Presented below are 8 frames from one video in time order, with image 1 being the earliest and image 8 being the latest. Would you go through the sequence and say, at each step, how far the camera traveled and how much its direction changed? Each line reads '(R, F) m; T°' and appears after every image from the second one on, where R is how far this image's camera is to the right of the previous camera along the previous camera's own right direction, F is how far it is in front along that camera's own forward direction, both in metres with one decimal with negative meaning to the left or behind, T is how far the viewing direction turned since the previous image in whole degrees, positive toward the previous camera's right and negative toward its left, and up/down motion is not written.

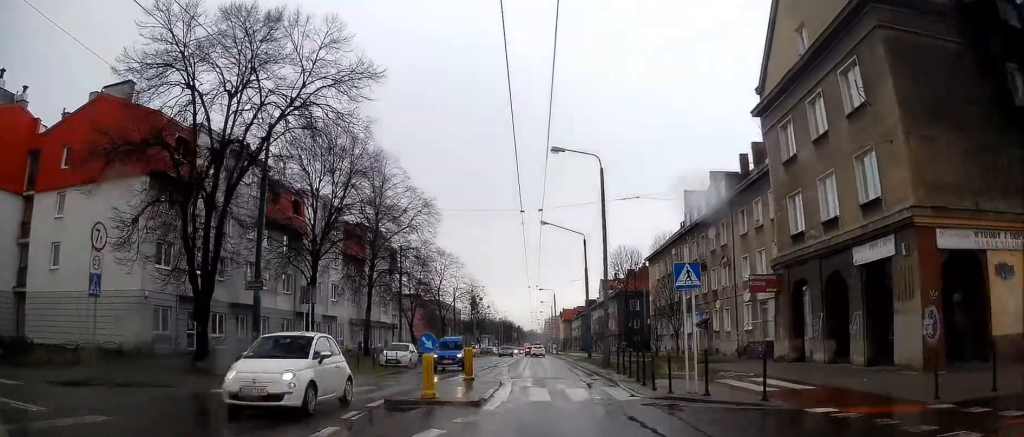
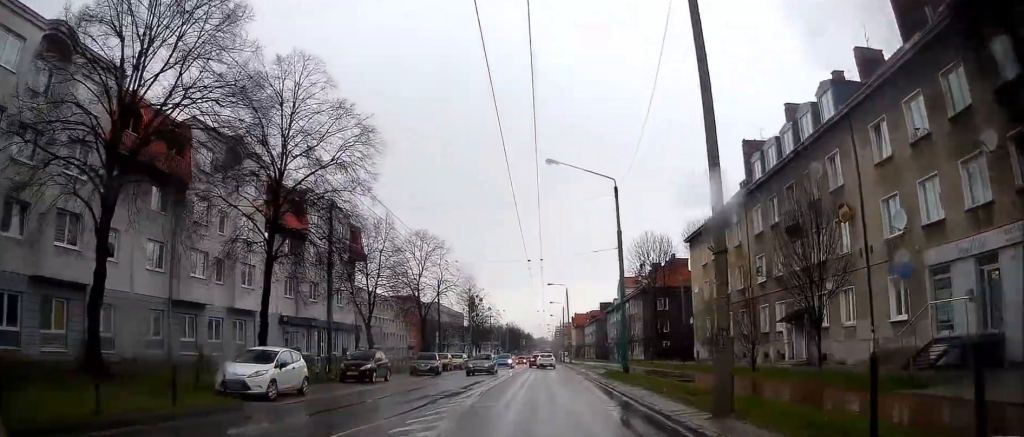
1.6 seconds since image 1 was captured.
(+0.2, +18.2) m; 0°
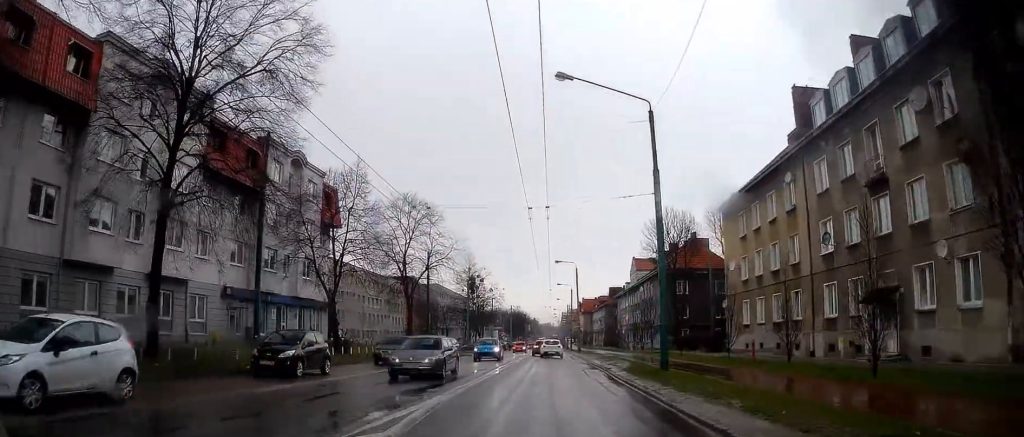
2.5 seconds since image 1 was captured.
(-0.2, +9.1) m; 0°
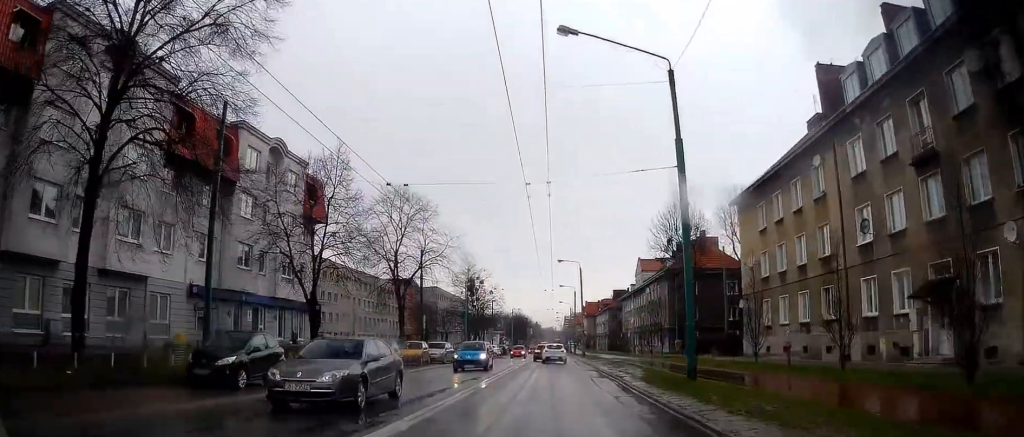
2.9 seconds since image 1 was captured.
(+0.1, +3.9) m; -1°
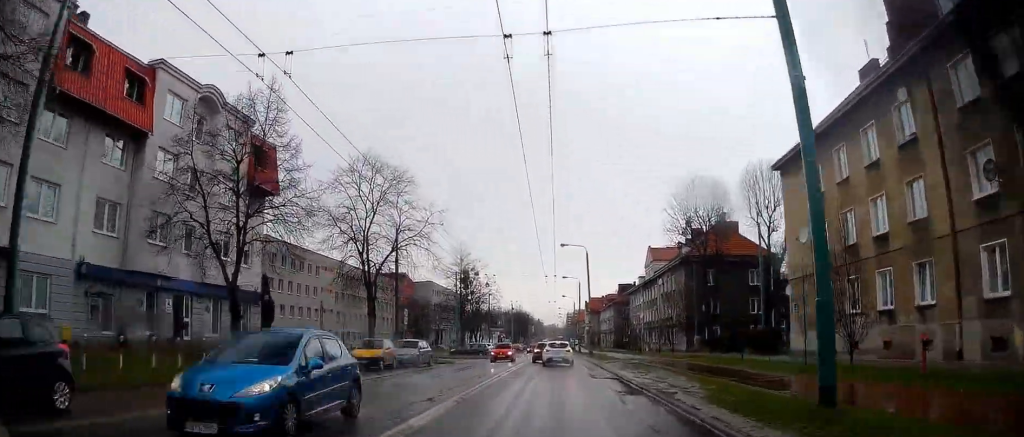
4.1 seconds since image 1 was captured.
(-0.2, +9.8) m; -2°
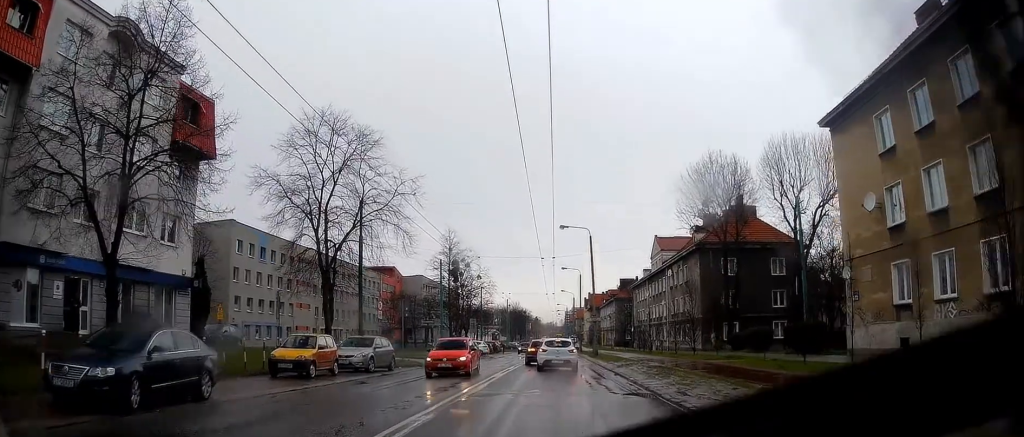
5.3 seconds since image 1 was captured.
(+0.1, +7.8) m; +2°
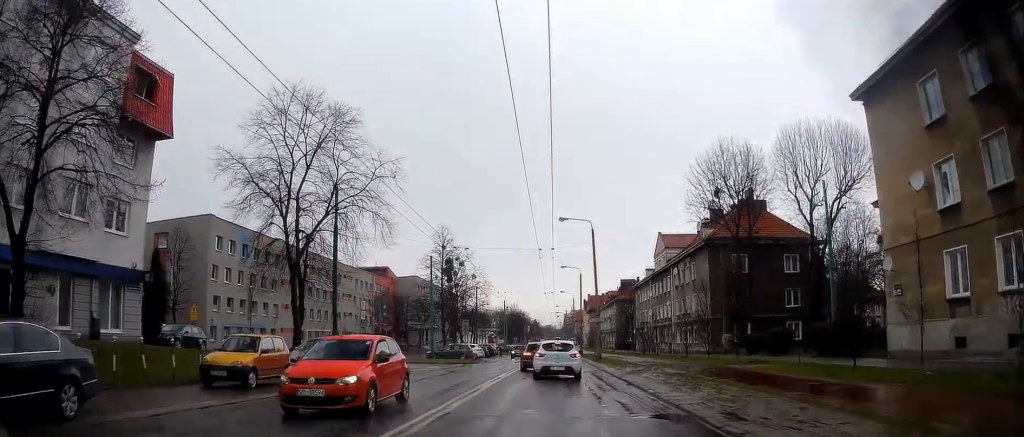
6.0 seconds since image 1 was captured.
(0.0, +3.7) m; 0°
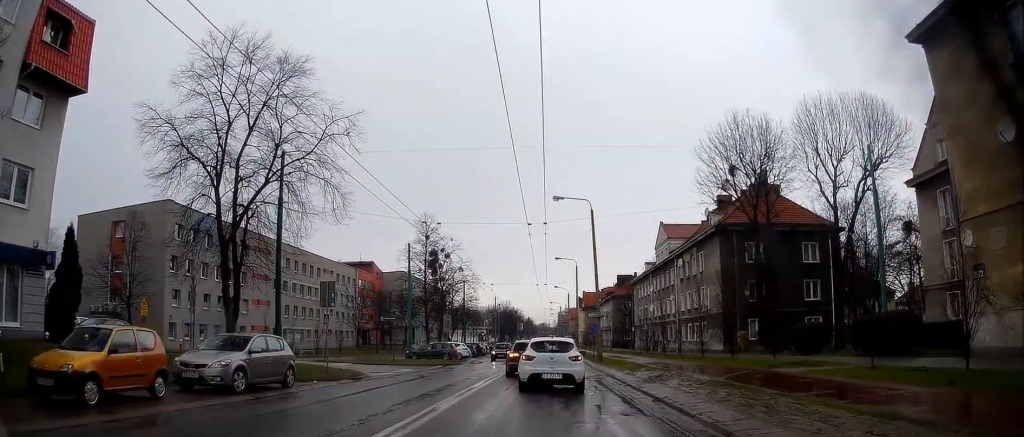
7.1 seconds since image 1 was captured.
(-0.1, +5.5) m; 0°
